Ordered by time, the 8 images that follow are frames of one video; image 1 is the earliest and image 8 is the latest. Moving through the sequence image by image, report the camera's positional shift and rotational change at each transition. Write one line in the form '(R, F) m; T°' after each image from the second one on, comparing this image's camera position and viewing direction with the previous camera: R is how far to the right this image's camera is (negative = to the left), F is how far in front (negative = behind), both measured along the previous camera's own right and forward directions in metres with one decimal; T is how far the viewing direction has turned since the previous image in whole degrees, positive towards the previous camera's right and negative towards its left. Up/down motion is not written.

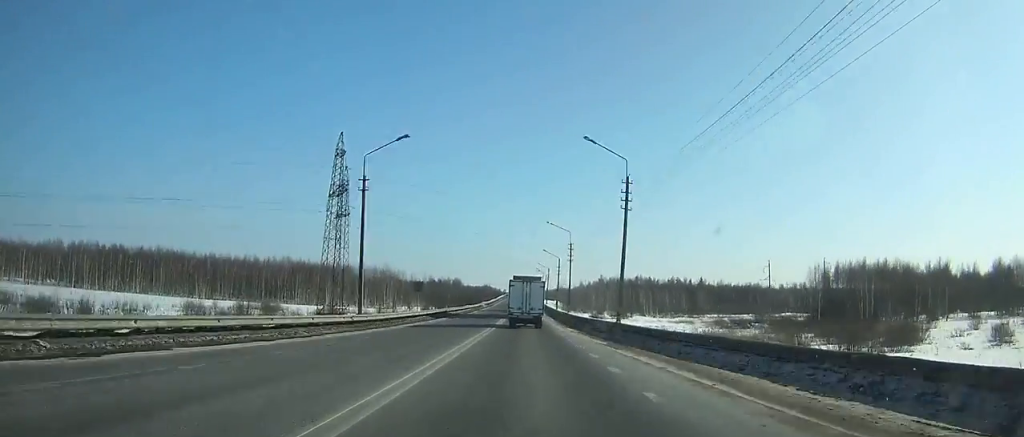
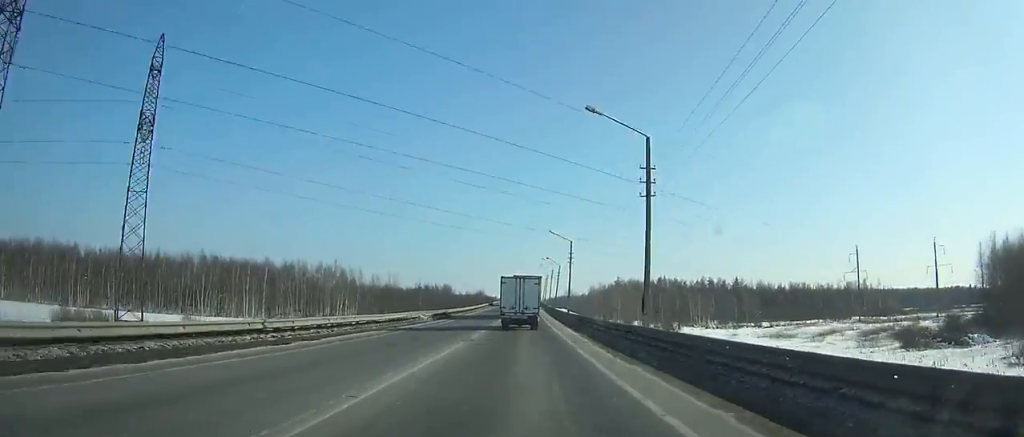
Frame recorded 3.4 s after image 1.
(0.0, +71.1) m; 0°
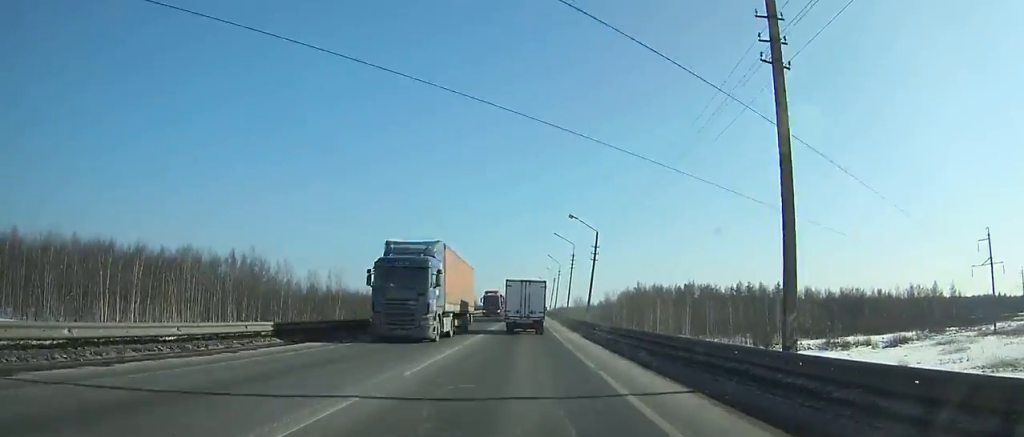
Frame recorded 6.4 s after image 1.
(-0.2, +61.8) m; 0°
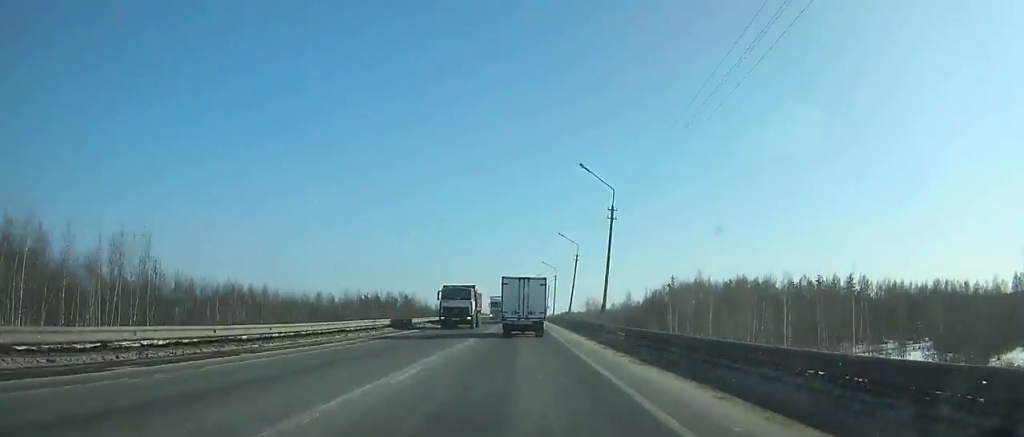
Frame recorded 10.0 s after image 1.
(0.0, +73.3) m; 0°
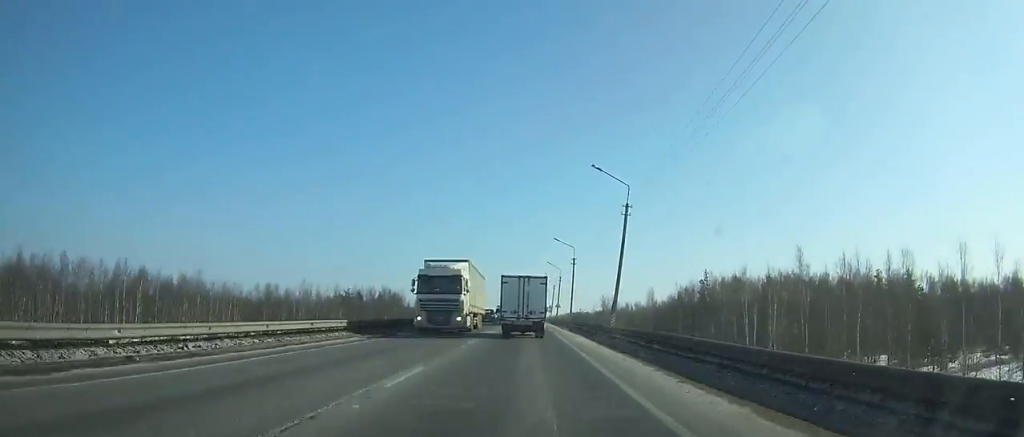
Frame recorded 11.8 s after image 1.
(+0.1, +36.4) m; 0°
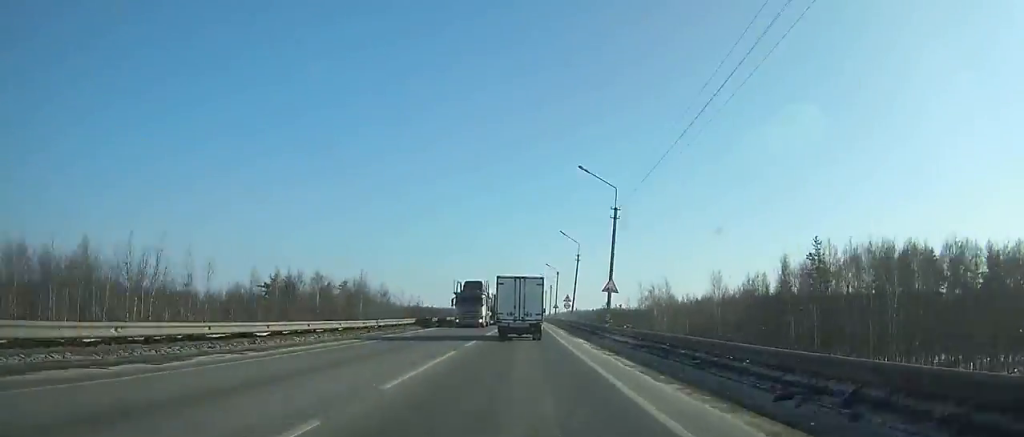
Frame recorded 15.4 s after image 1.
(0.0, +72.9) m; 0°
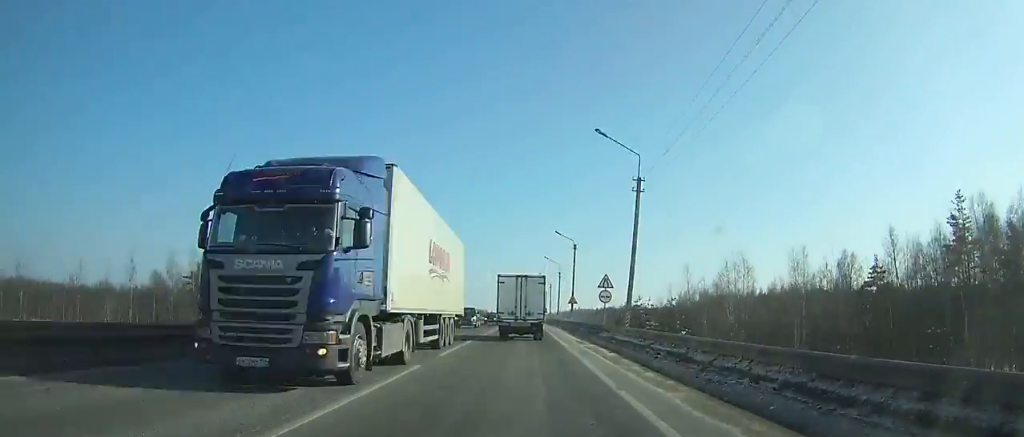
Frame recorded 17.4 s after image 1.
(+0.1, +40.6) m; 0°
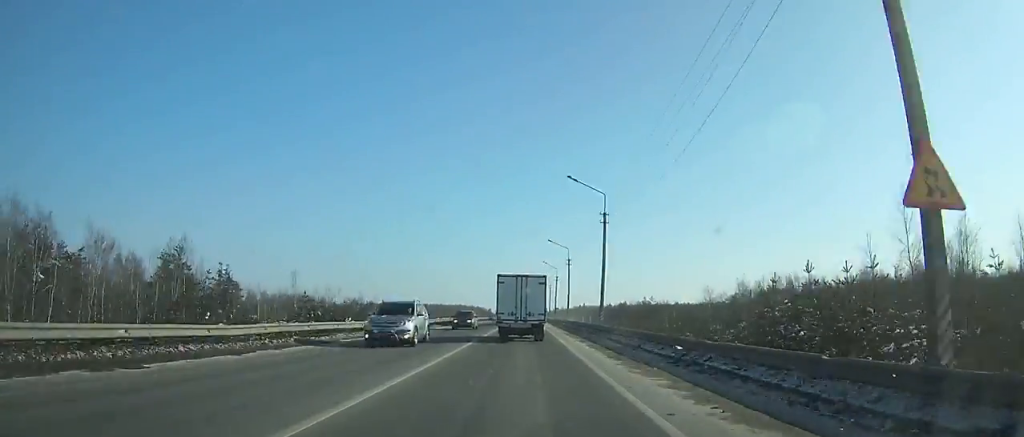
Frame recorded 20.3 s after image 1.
(-0.1, +59.1) m; 0°
